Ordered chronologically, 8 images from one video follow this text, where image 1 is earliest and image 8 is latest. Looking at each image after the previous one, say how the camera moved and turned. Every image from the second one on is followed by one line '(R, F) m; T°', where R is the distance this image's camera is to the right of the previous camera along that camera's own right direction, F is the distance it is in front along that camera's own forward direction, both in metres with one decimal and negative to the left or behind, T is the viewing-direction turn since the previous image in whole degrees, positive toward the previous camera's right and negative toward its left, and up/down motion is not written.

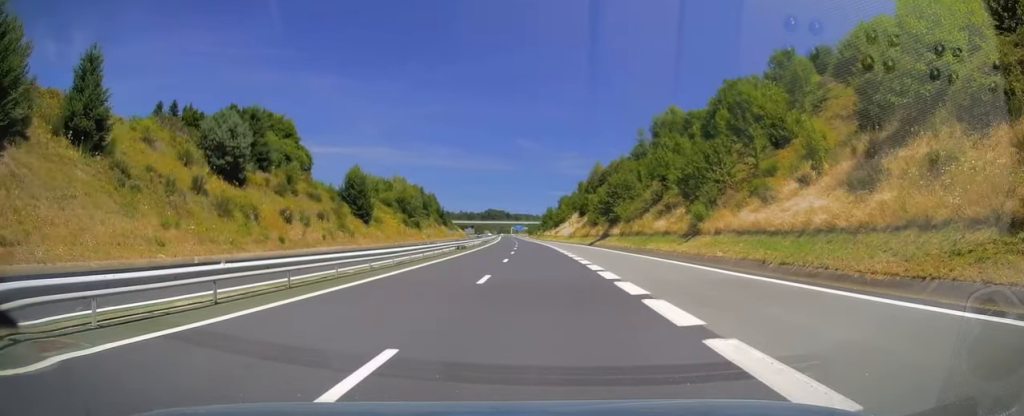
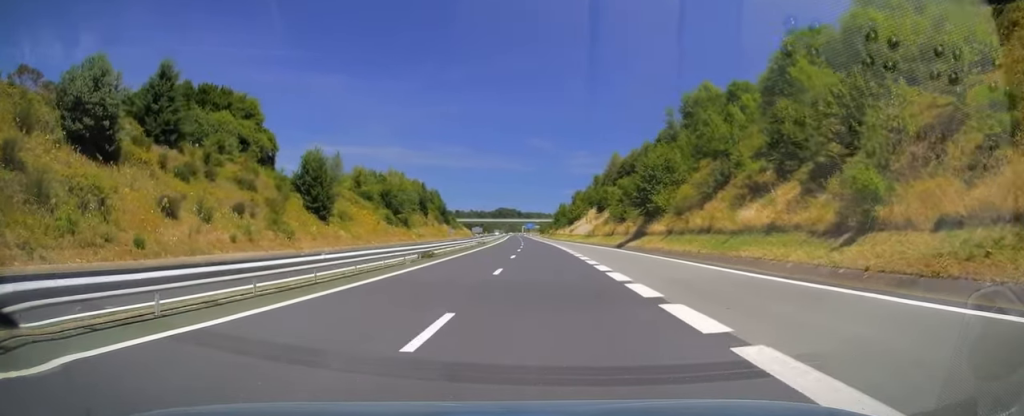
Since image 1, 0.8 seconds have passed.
(-0.1, +22.6) m; -1°
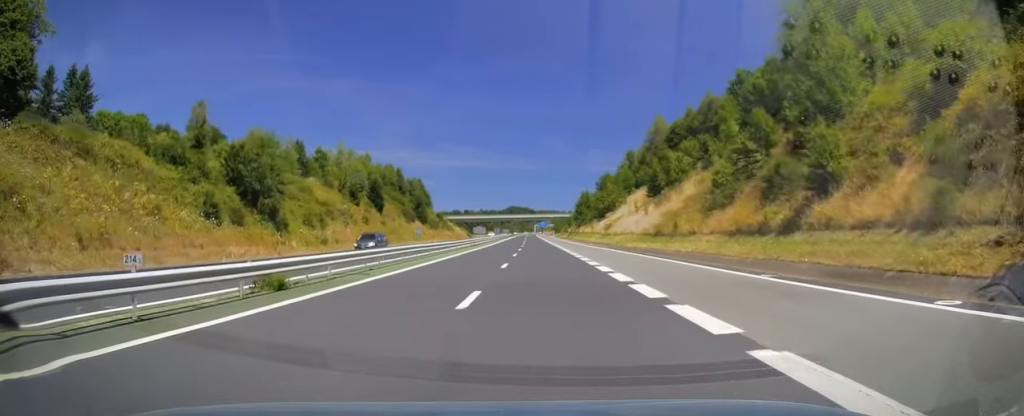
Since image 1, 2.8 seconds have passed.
(-1.4, +60.8) m; -2°
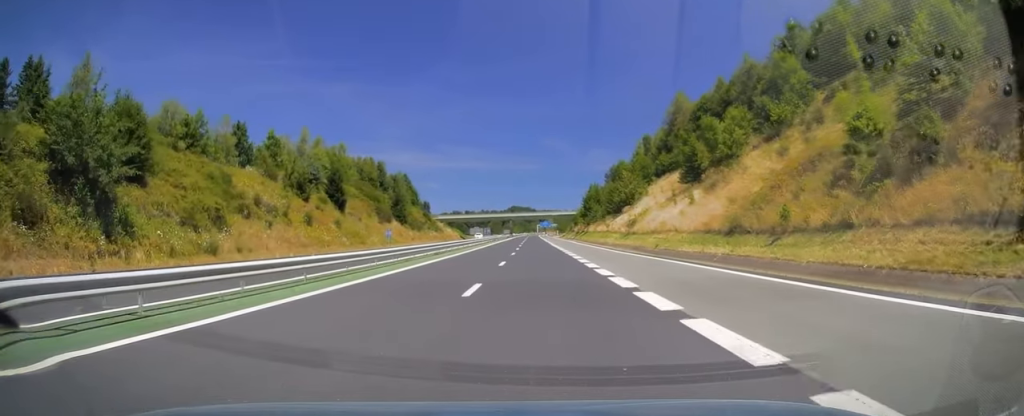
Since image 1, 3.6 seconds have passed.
(-0.4, +23.6) m; -1°
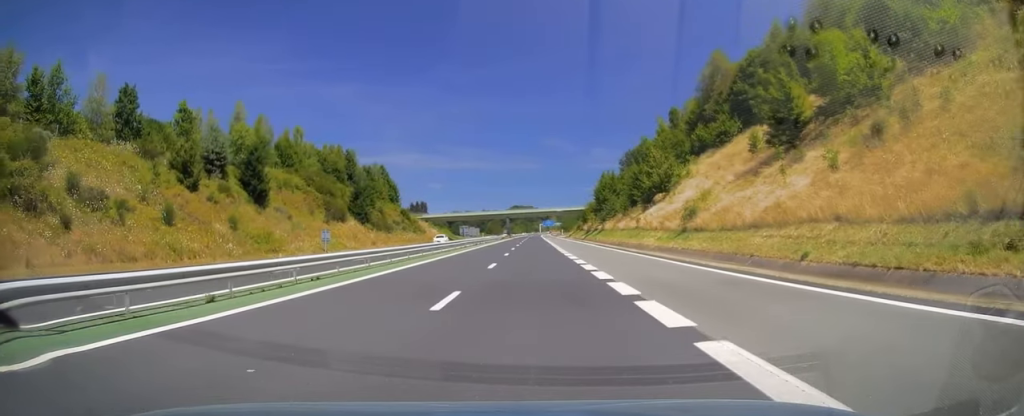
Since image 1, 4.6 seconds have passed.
(-0.1, +28.0) m; 0°
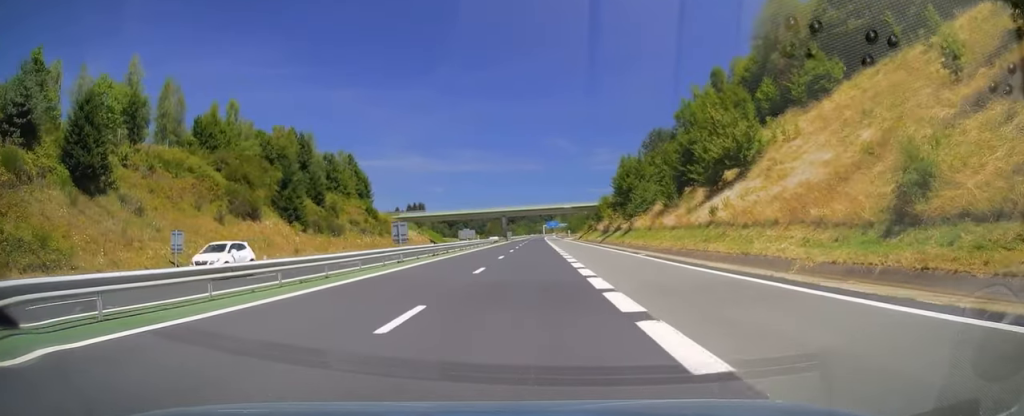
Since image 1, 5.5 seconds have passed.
(+0.1, +28.5) m; 0°
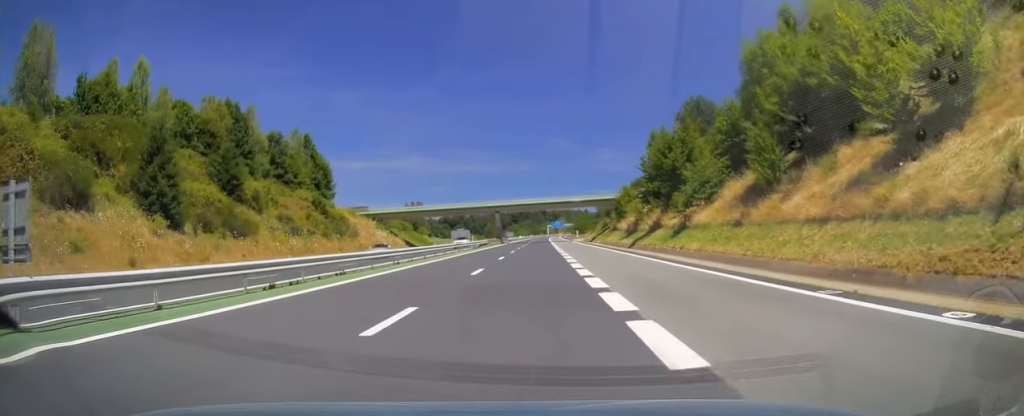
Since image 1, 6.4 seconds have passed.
(-0.1, +26.1) m; -1°
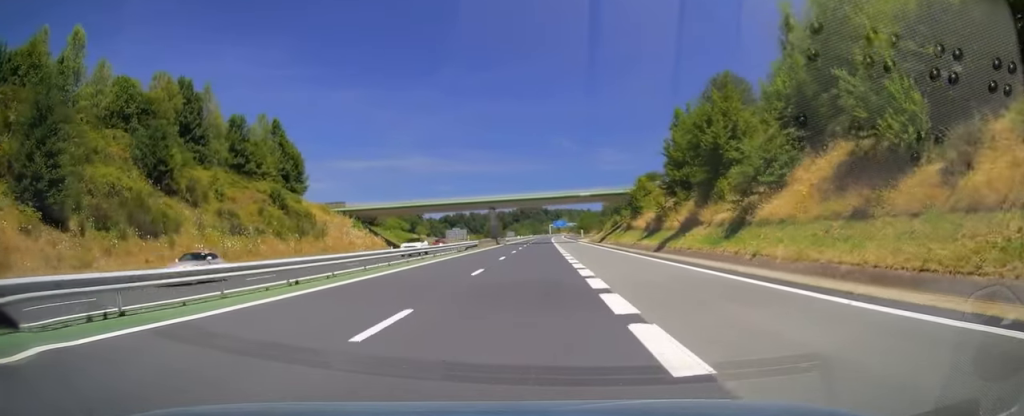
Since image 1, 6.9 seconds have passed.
(0.0, +13.3) m; 0°
